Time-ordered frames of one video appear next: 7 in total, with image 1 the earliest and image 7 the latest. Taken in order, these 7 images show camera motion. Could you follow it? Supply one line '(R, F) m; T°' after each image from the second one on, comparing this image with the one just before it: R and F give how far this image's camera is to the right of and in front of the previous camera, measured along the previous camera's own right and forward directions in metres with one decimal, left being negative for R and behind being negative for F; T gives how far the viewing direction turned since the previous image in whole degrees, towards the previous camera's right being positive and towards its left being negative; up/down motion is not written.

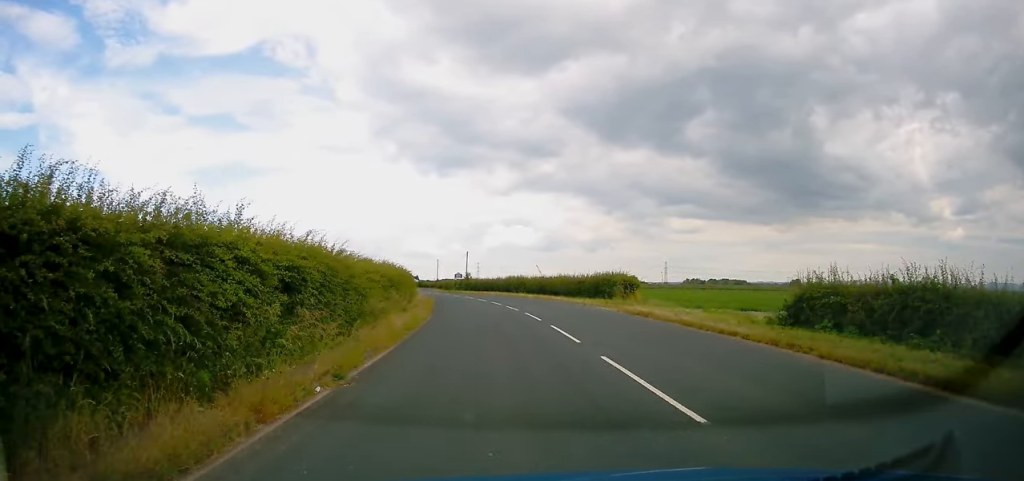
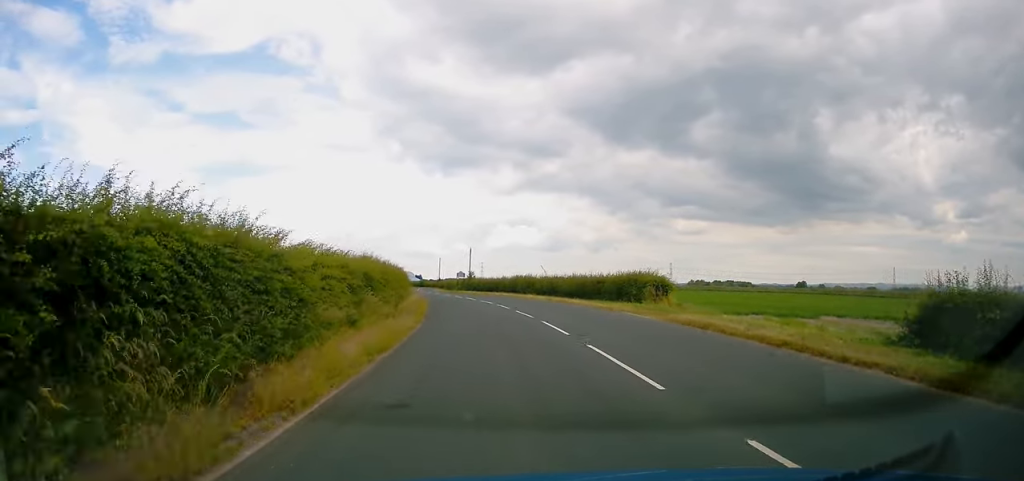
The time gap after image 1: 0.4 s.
(+0.1, +6.3) m; -1°
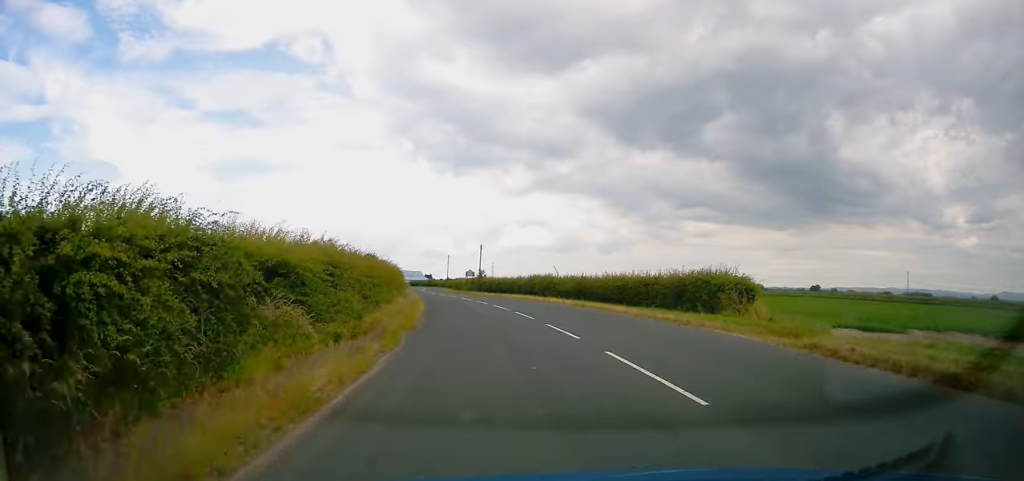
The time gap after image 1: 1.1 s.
(-0.2, +9.7) m; -1°
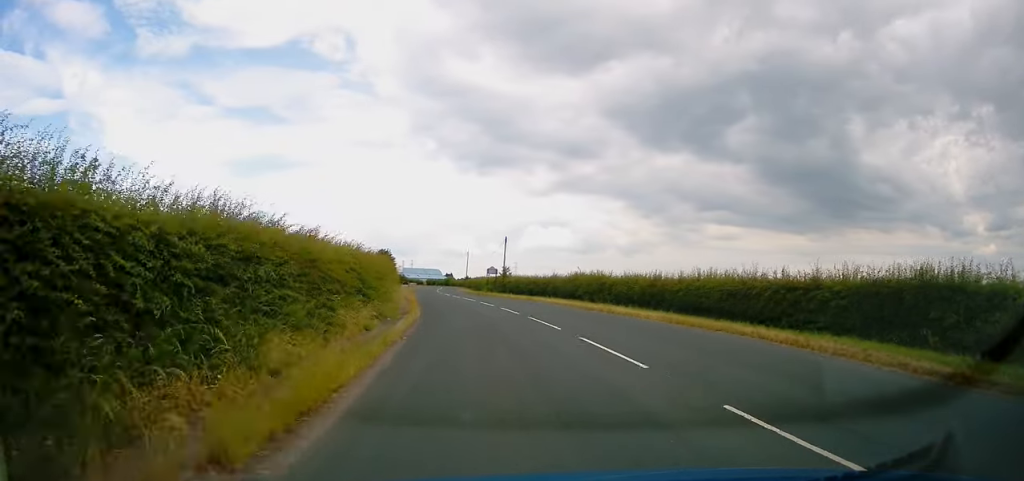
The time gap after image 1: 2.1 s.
(-0.1, +14.2) m; -2°
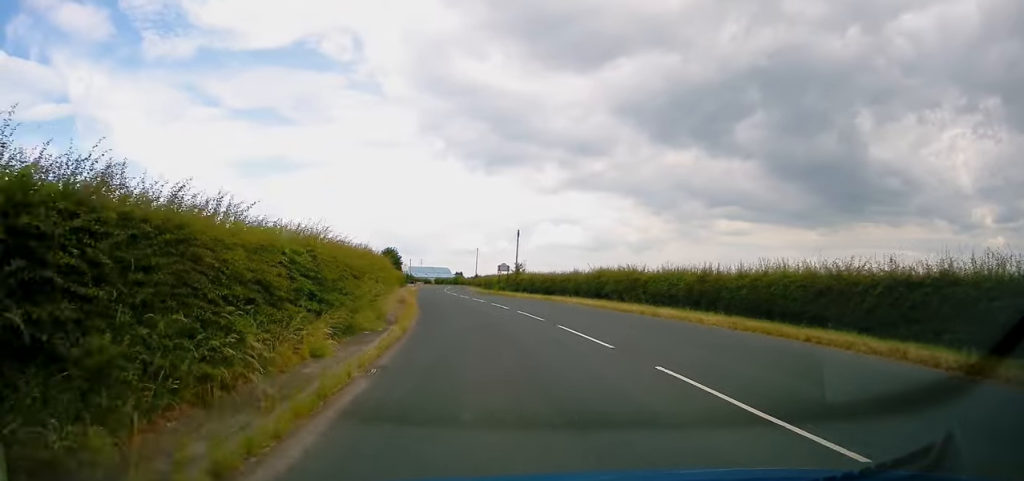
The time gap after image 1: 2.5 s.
(+0.2, +6.1) m; -1°
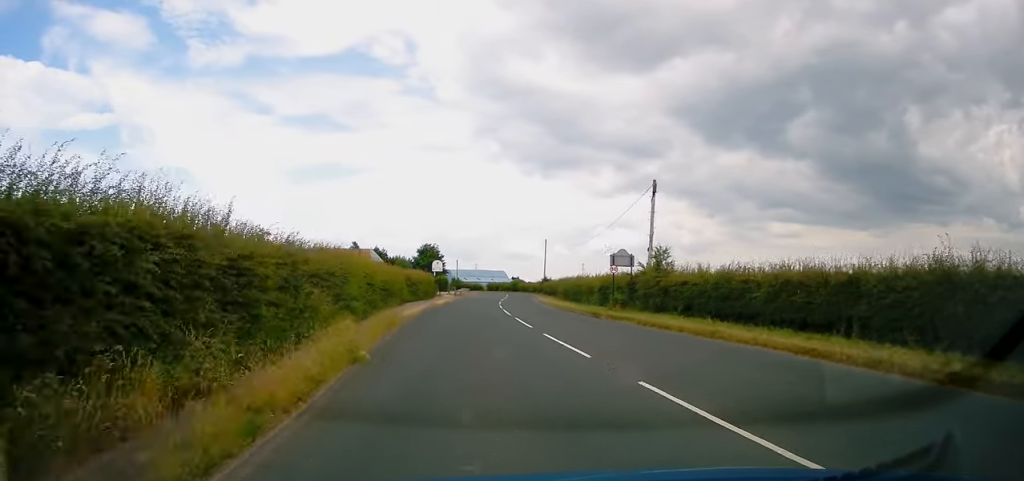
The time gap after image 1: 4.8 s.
(-2.1, +34.5) m; -5°
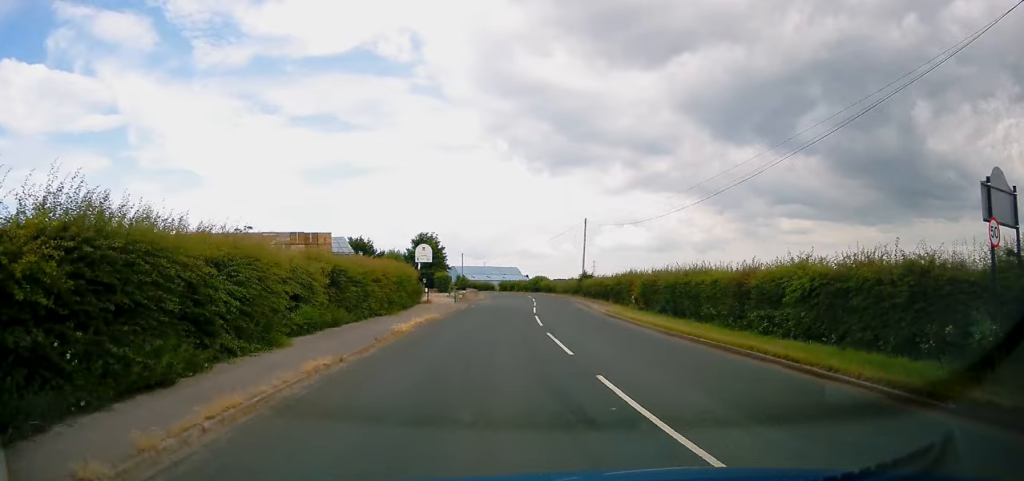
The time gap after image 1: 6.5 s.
(-0.9, +24.6) m; -1°
